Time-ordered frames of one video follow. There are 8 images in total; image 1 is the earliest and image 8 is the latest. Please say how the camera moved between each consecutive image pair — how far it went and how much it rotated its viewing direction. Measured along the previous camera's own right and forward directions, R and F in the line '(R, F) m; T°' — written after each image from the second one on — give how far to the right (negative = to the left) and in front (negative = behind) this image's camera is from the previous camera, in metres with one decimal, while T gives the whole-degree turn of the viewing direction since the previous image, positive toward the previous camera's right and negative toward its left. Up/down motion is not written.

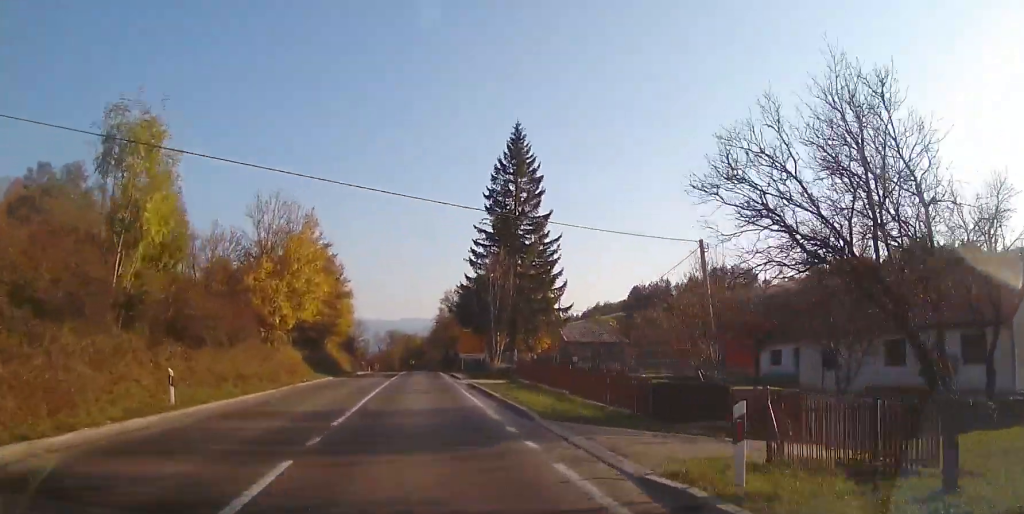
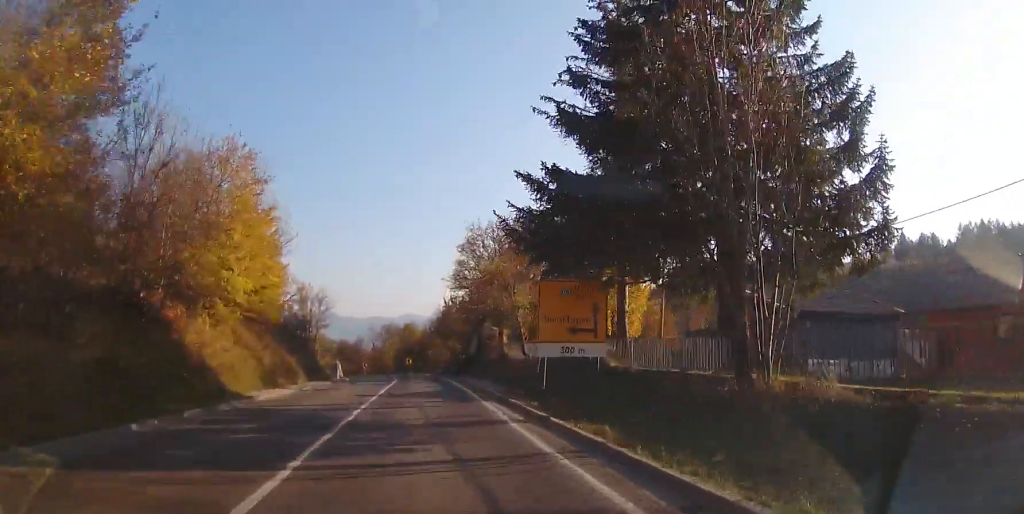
(-0.2, +33.0) m; -1°
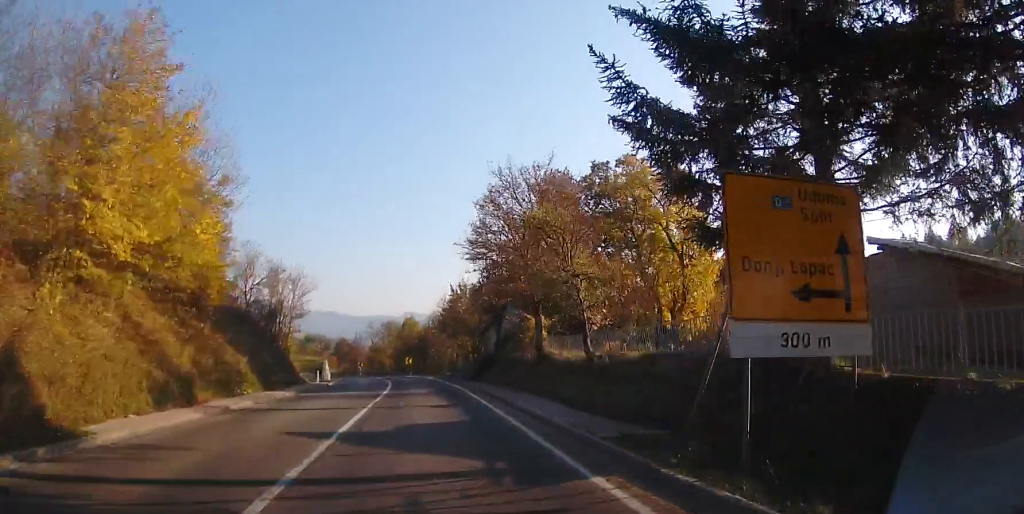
(+0.1, +10.9) m; -1°
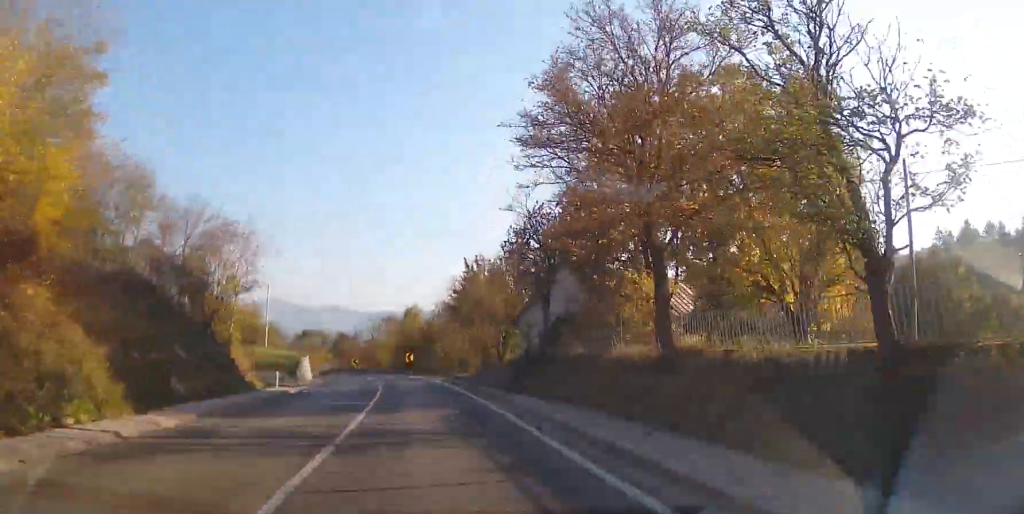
(0.0, +12.7) m; -1°
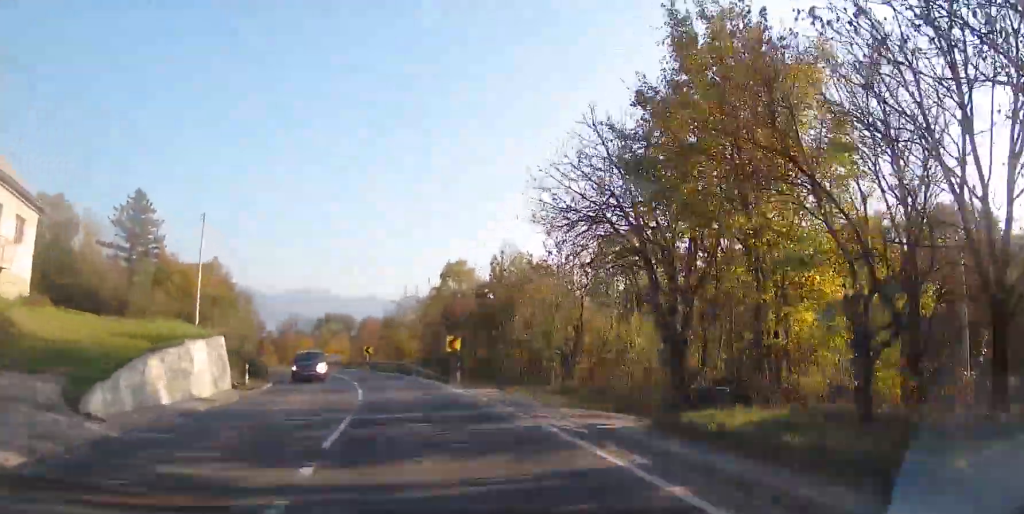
(-1.2, +30.2) m; -3°
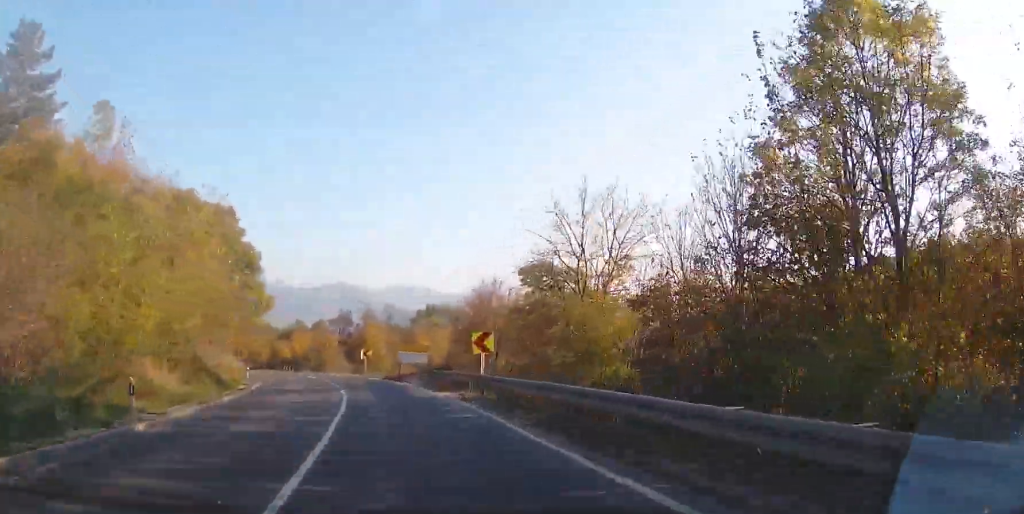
(-1.8, +37.4) m; -9°
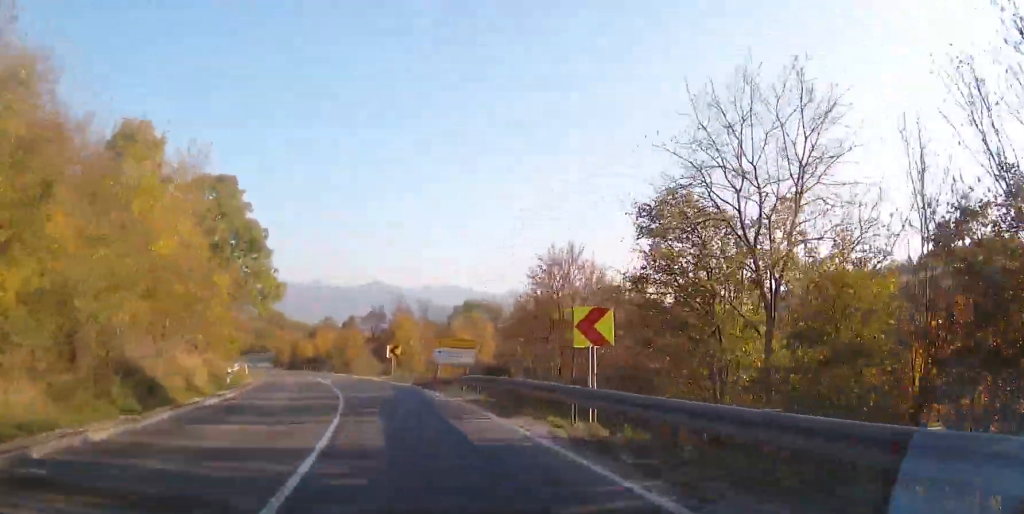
(-0.6, +10.5) m; -4°
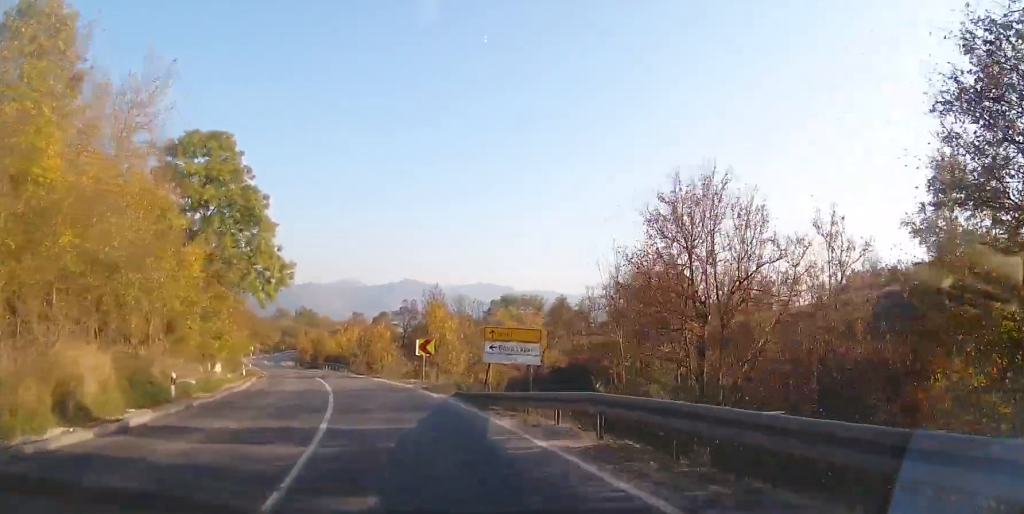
(-0.2, +9.9) m; -4°
